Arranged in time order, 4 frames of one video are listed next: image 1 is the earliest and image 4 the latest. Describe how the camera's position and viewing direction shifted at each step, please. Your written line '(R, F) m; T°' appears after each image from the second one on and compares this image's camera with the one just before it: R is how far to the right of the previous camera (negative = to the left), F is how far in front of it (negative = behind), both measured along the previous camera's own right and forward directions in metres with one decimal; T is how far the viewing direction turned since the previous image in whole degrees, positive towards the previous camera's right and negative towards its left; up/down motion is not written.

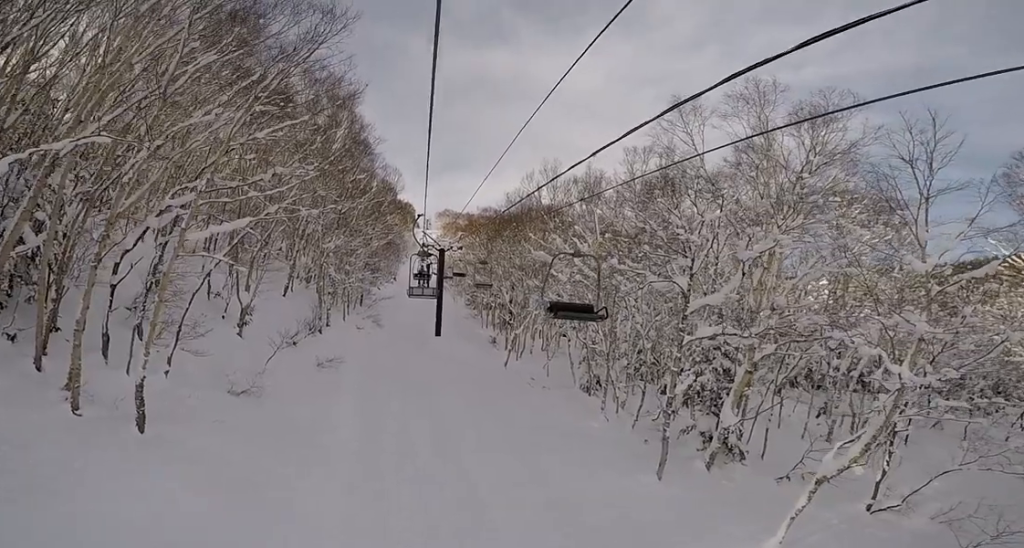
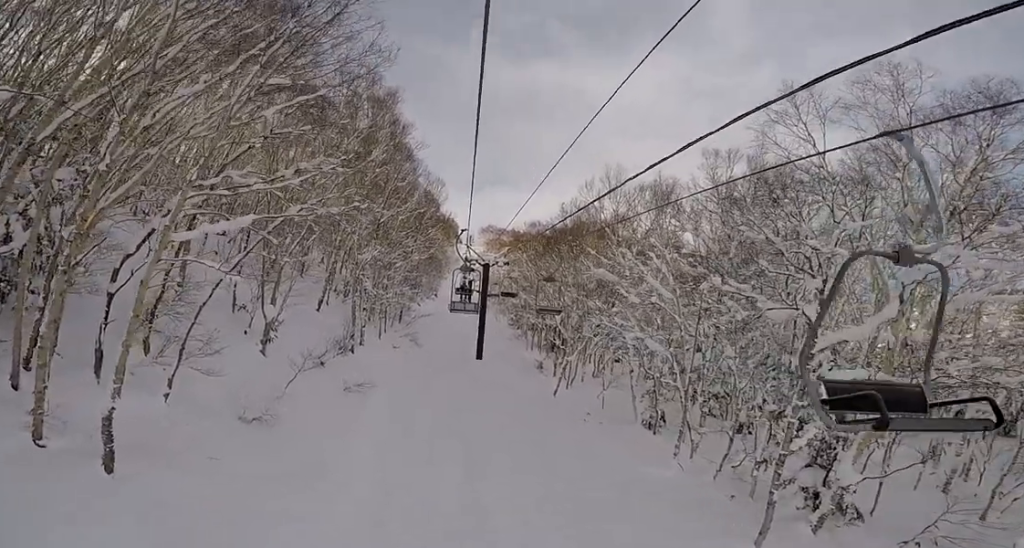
(-0.2, +3.2) m; -5°
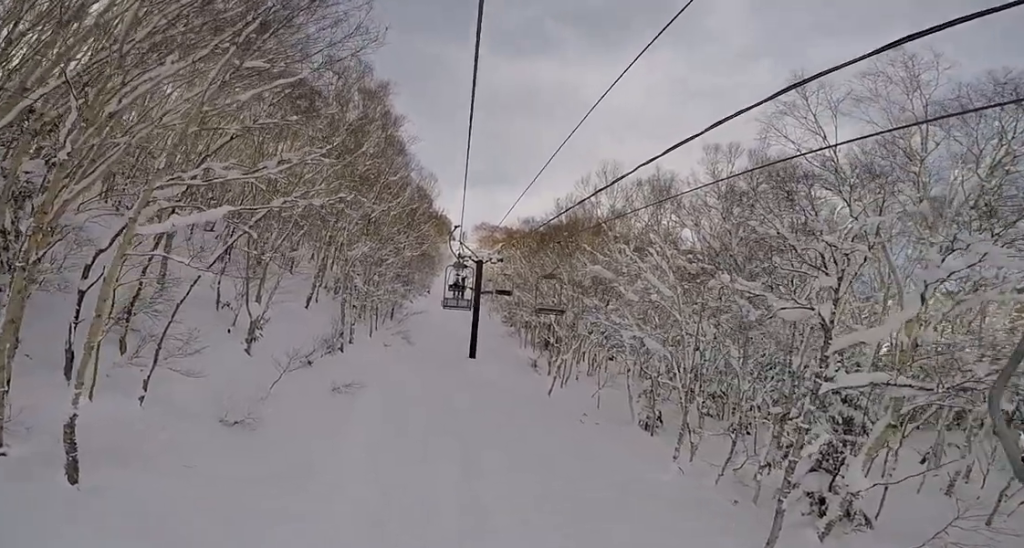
(0.0, +0.8) m; 0°
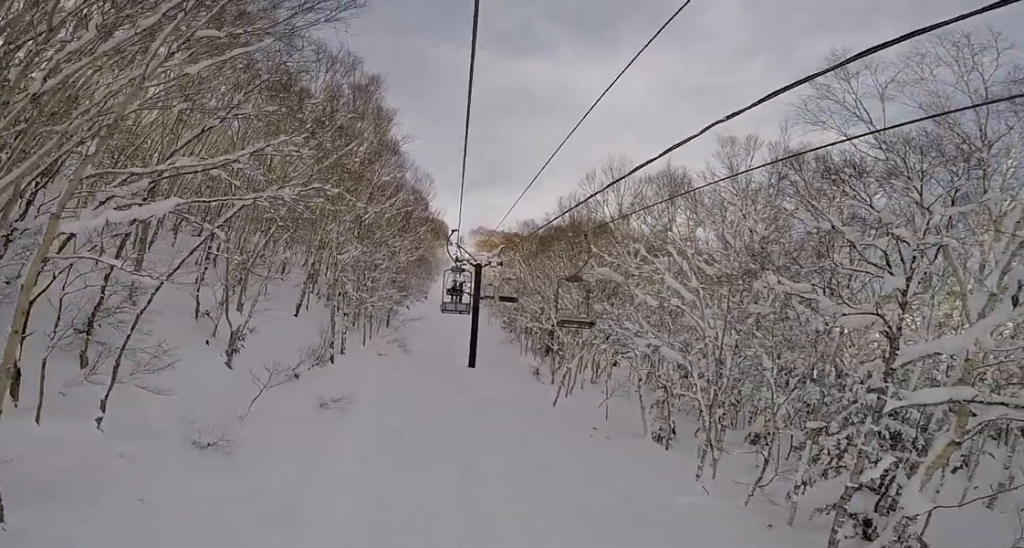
(0.0, +1.8) m; -1°
